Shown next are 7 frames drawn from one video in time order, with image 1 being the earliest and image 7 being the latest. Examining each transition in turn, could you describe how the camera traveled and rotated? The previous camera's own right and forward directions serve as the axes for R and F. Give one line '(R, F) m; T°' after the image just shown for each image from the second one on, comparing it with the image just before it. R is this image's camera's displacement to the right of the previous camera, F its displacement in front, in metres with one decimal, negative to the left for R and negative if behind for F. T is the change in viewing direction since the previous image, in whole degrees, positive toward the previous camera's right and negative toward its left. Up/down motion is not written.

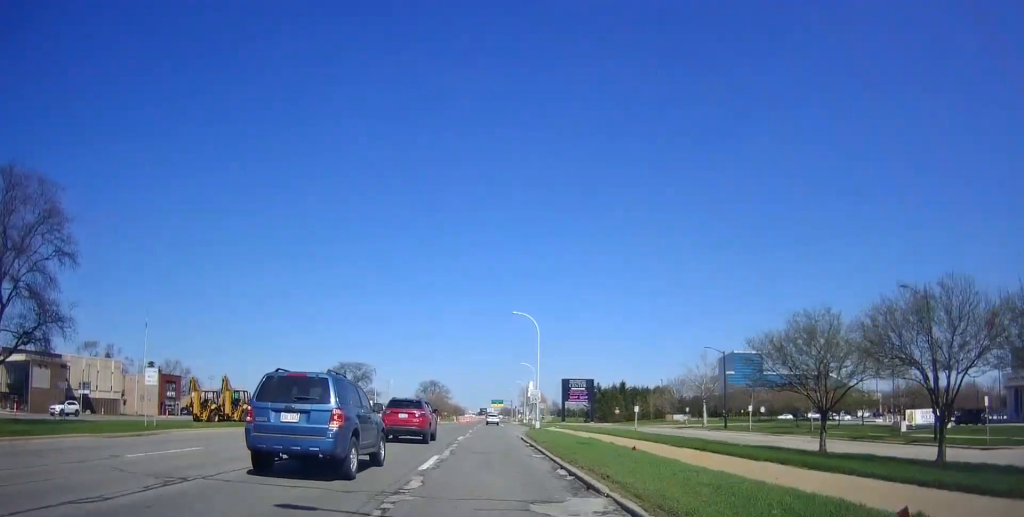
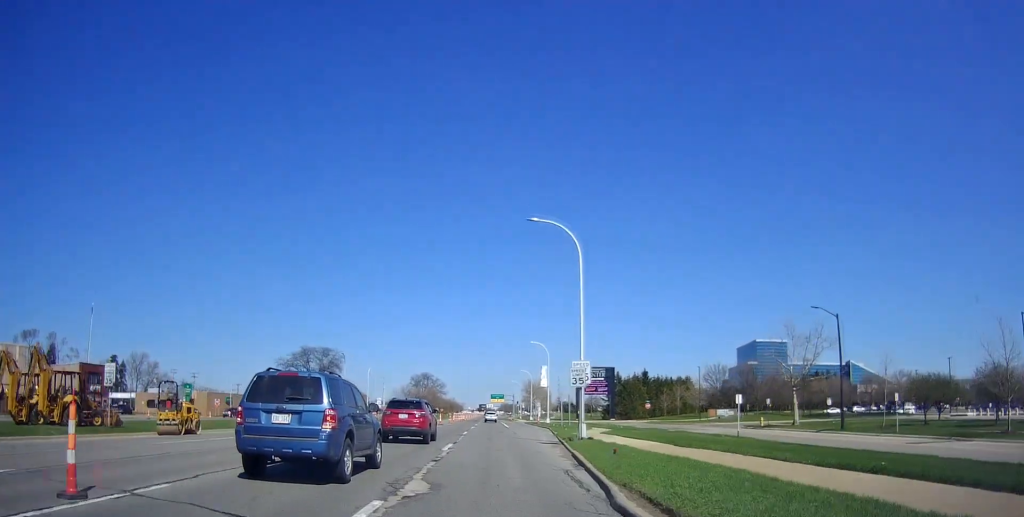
(0.0, +23.9) m; +2°
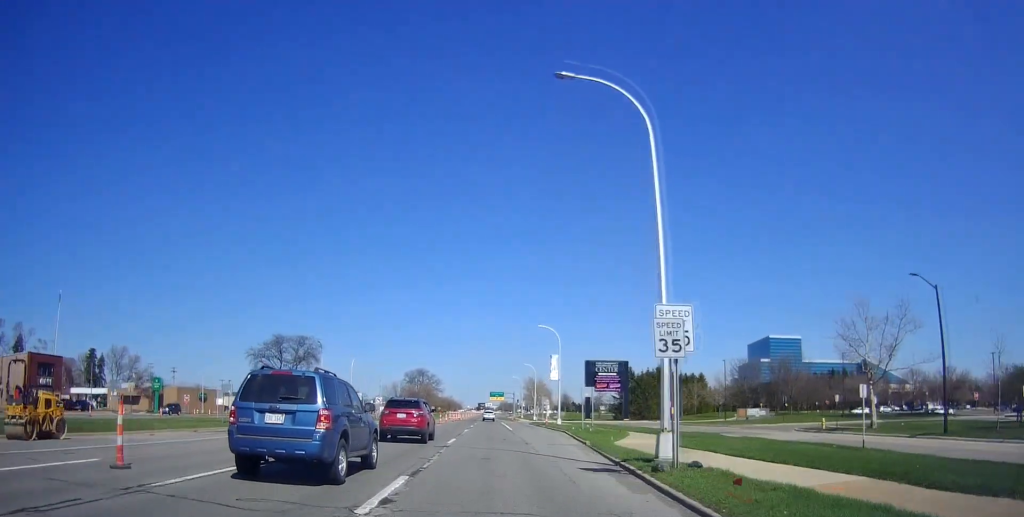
(+0.2, +12.1) m; 0°
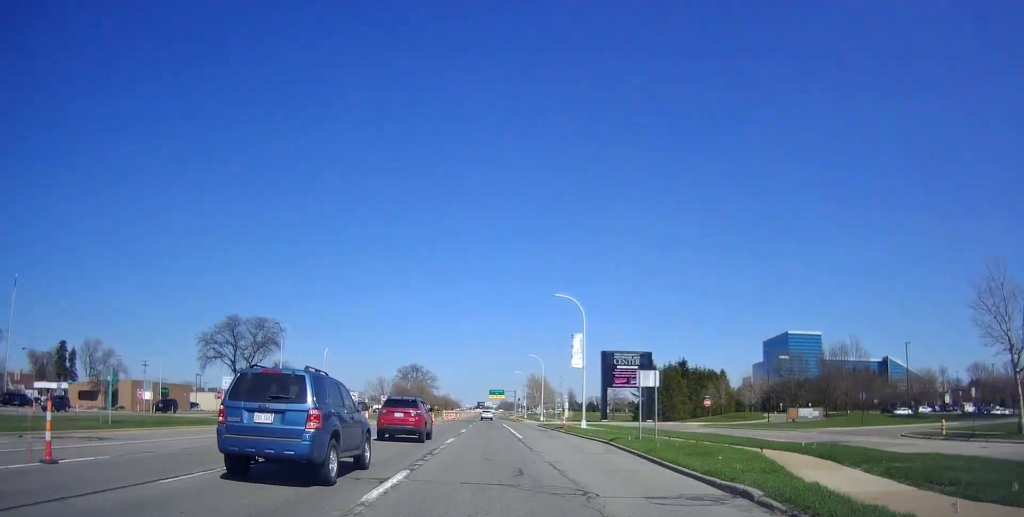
(0.0, +15.0) m; 0°
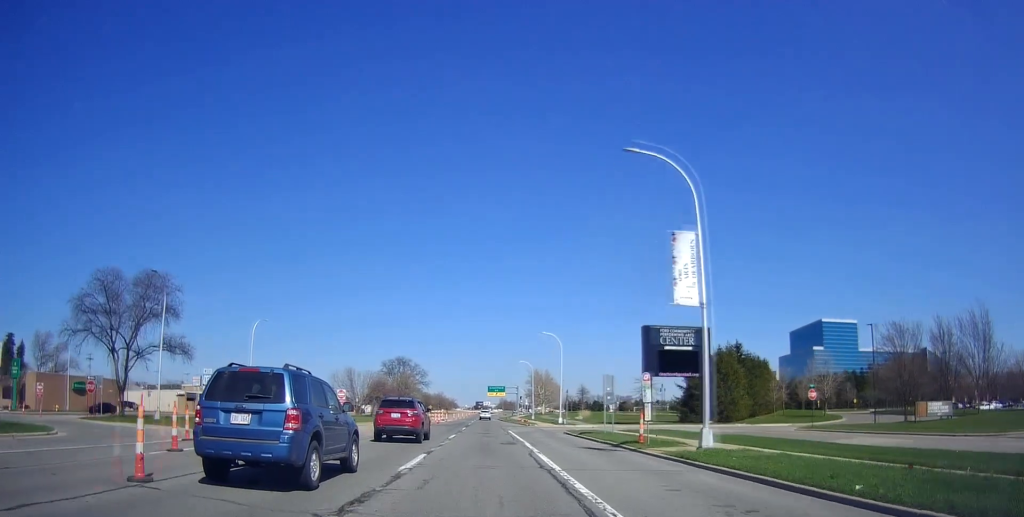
(-0.3, +23.8) m; -1°
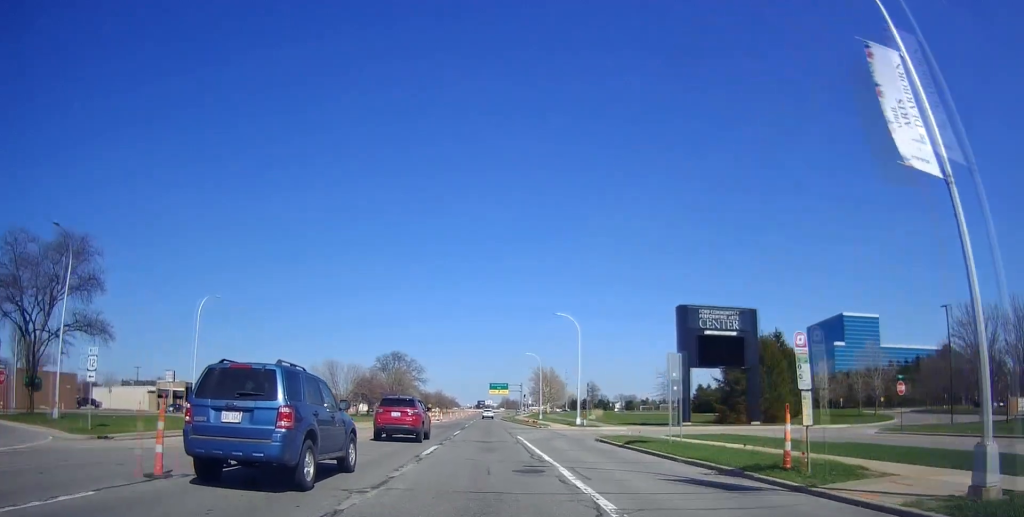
(0.0, +11.4) m; 0°
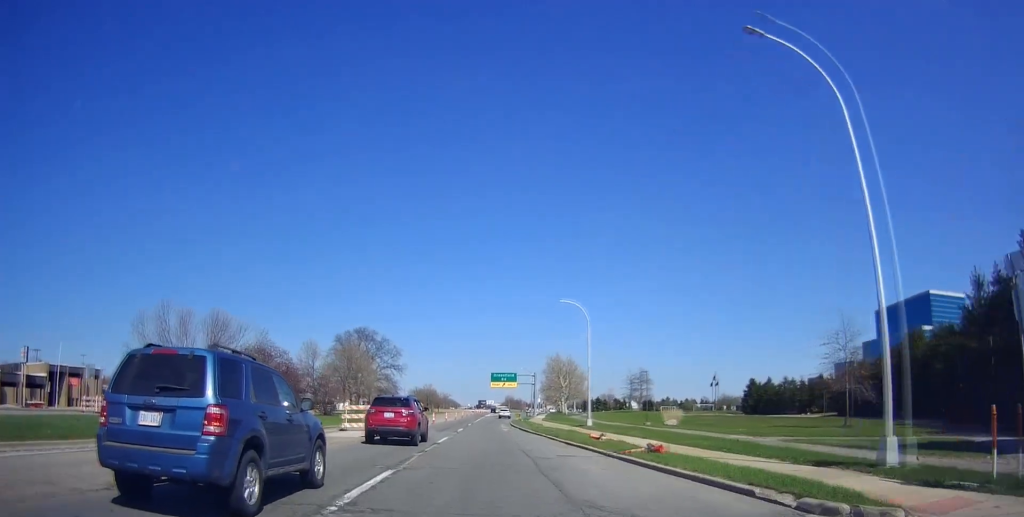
(+0.4, +41.1) m; +1°
